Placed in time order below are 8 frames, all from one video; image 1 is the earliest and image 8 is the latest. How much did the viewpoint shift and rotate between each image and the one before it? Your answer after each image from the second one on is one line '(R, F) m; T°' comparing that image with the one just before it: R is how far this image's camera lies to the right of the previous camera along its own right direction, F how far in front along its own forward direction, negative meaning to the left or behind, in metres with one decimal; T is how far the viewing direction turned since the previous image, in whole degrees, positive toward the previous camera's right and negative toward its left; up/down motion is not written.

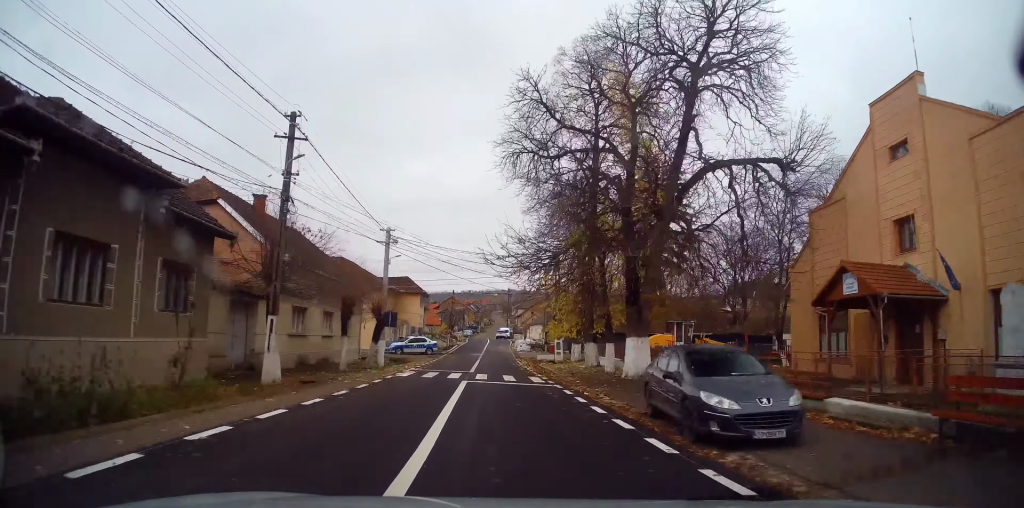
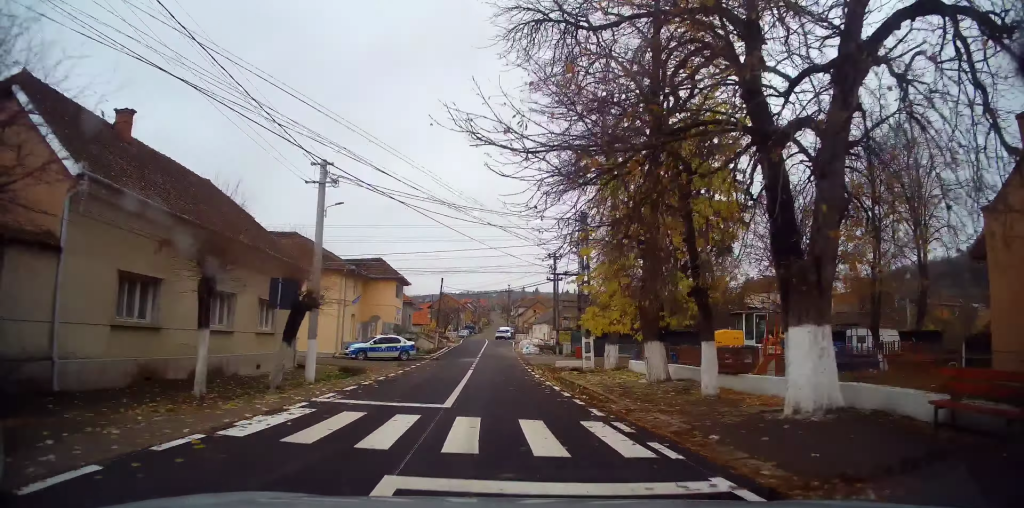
(0.0, +12.7) m; 0°
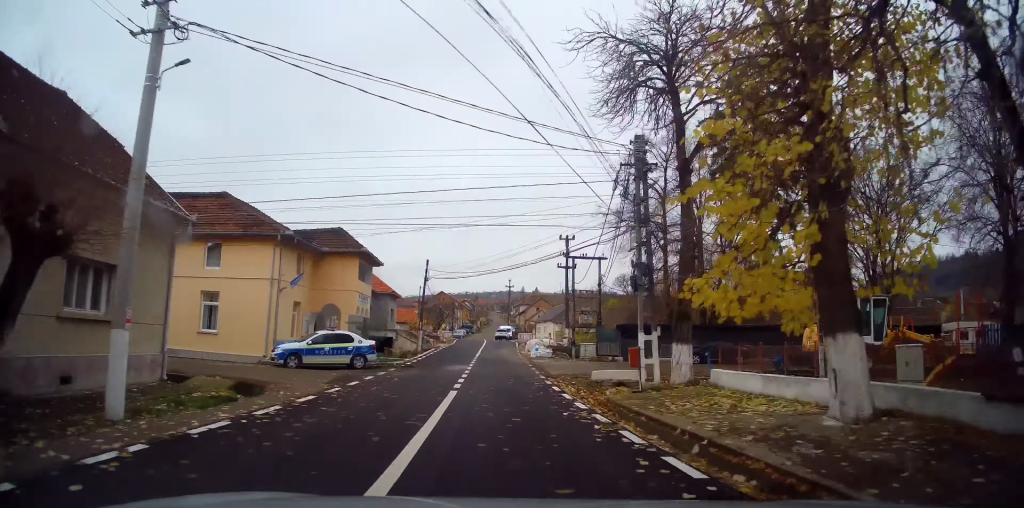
(0.0, +11.0) m; 0°
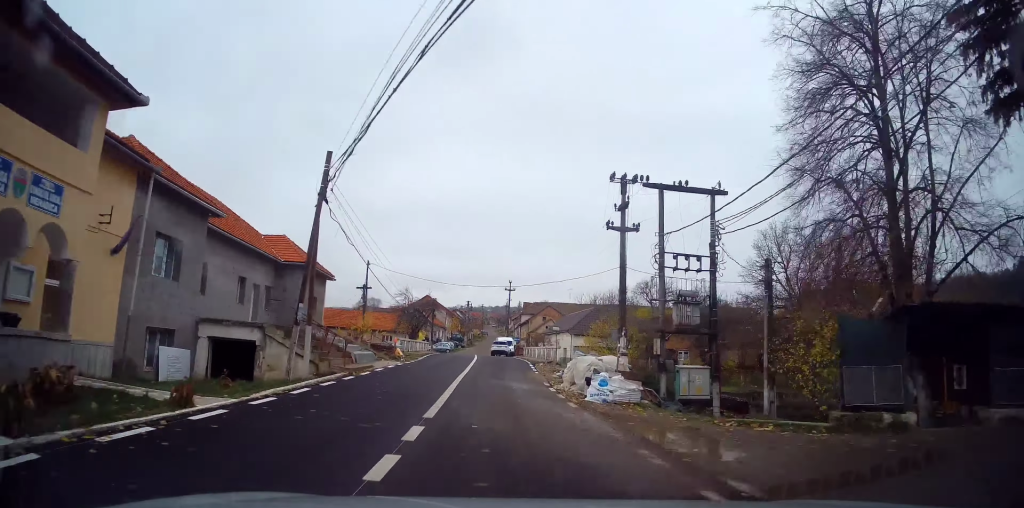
(+0.1, +23.3) m; +2°
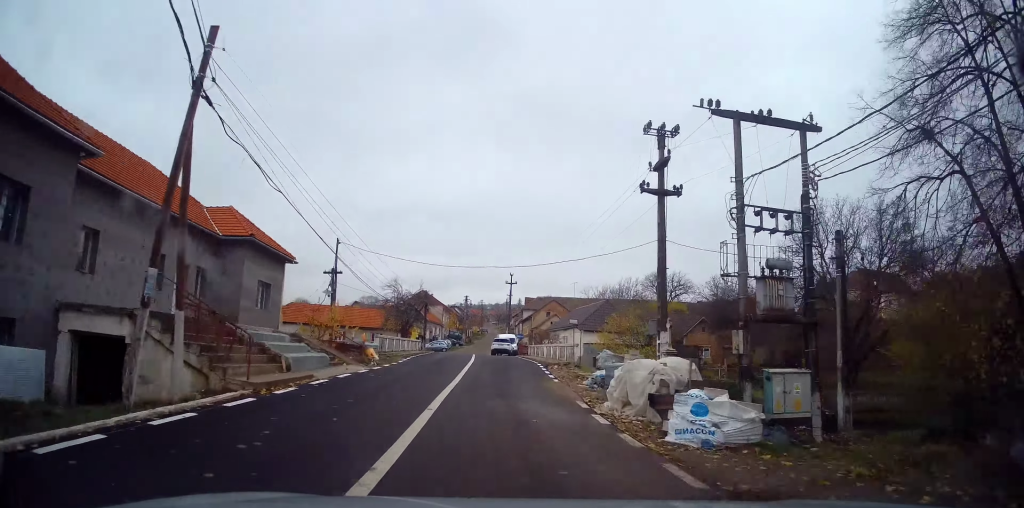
(+0.2, +6.8) m; 0°
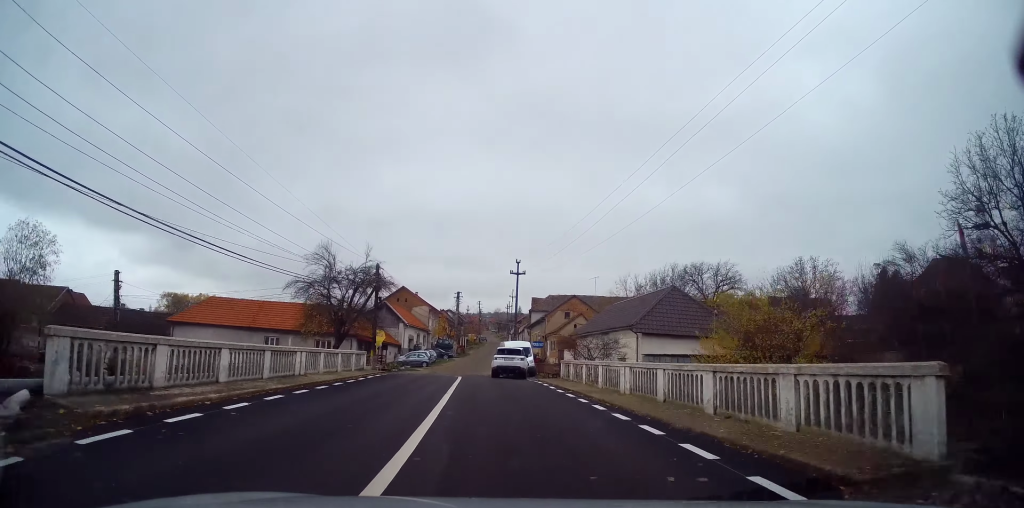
(-0.2, +23.2) m; -2°
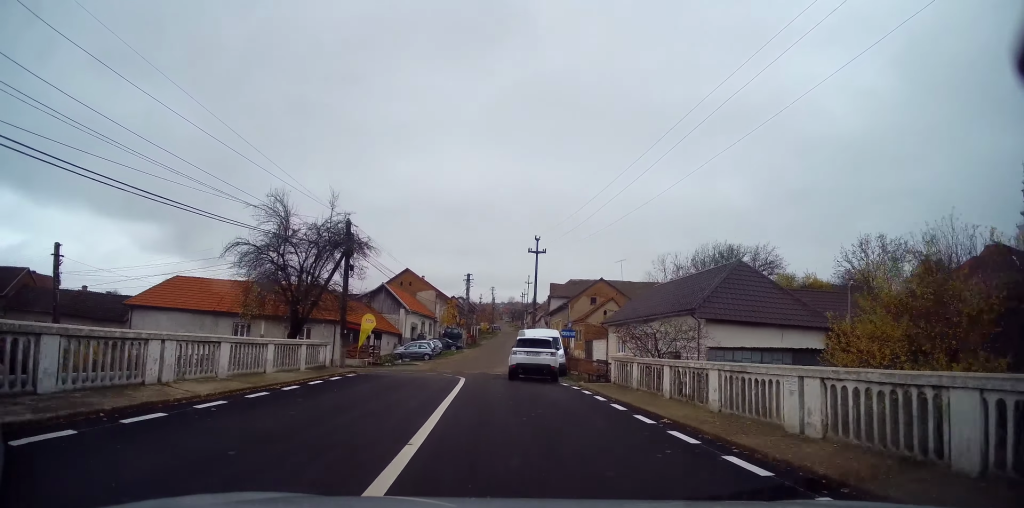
(0.0, +8.6) m; -2°
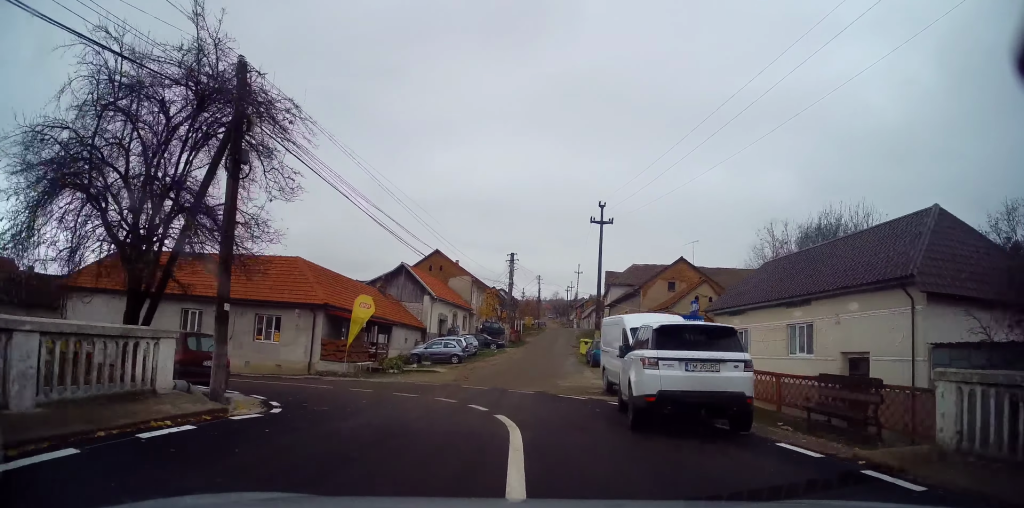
(-0.7, +12.7) m; -4°
